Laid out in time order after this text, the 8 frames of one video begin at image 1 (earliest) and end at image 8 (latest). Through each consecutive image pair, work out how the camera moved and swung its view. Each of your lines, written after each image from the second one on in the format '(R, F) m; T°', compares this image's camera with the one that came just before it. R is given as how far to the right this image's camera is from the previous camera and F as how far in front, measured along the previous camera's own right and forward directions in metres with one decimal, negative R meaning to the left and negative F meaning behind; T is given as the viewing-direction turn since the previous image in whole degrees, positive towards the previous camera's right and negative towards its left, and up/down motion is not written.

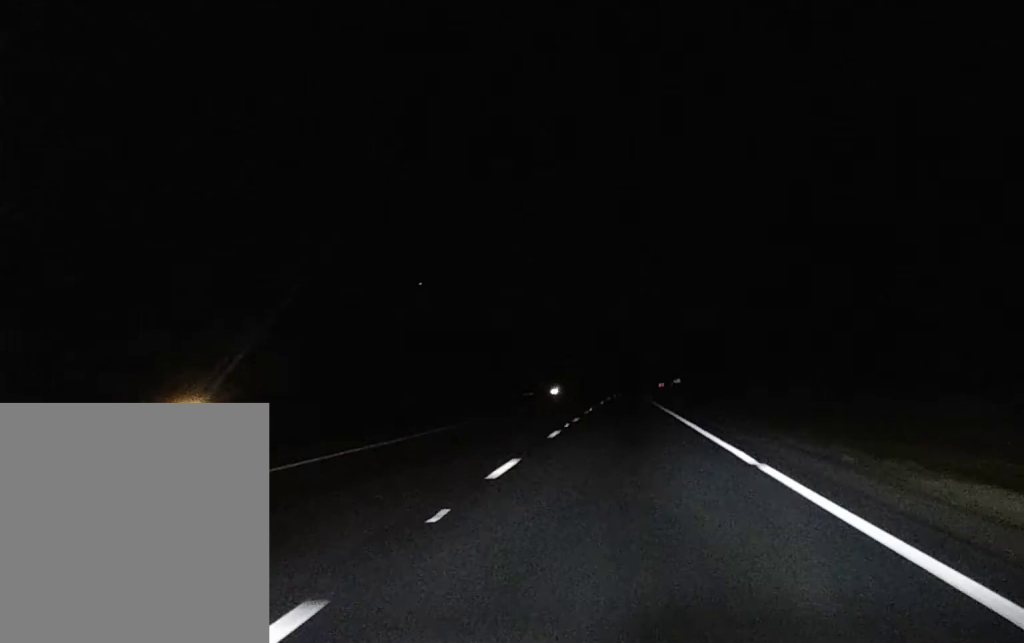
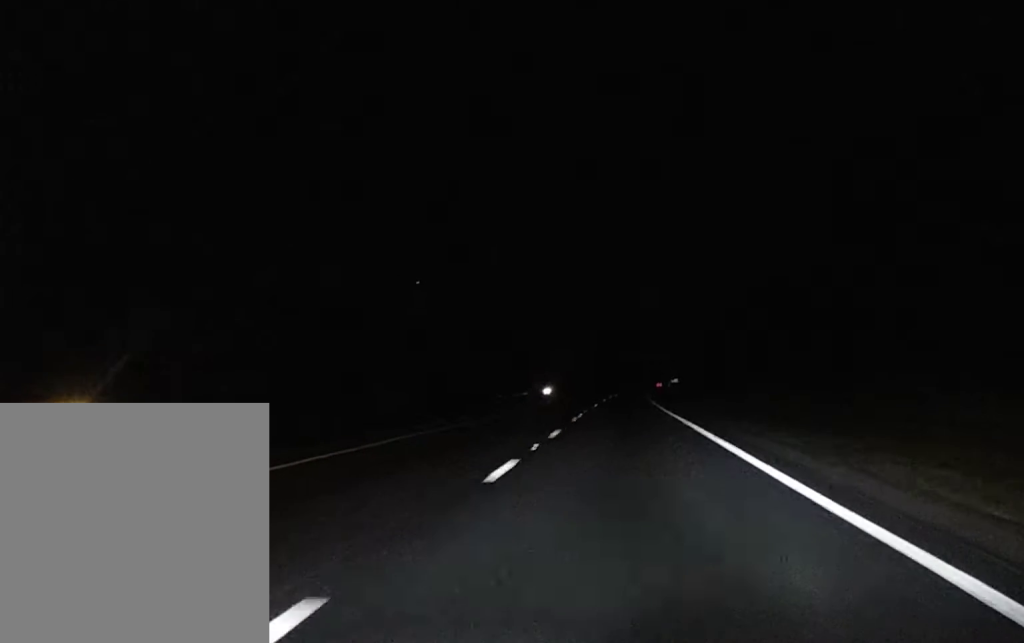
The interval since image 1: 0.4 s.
(0.0, +11.8) m; 0°
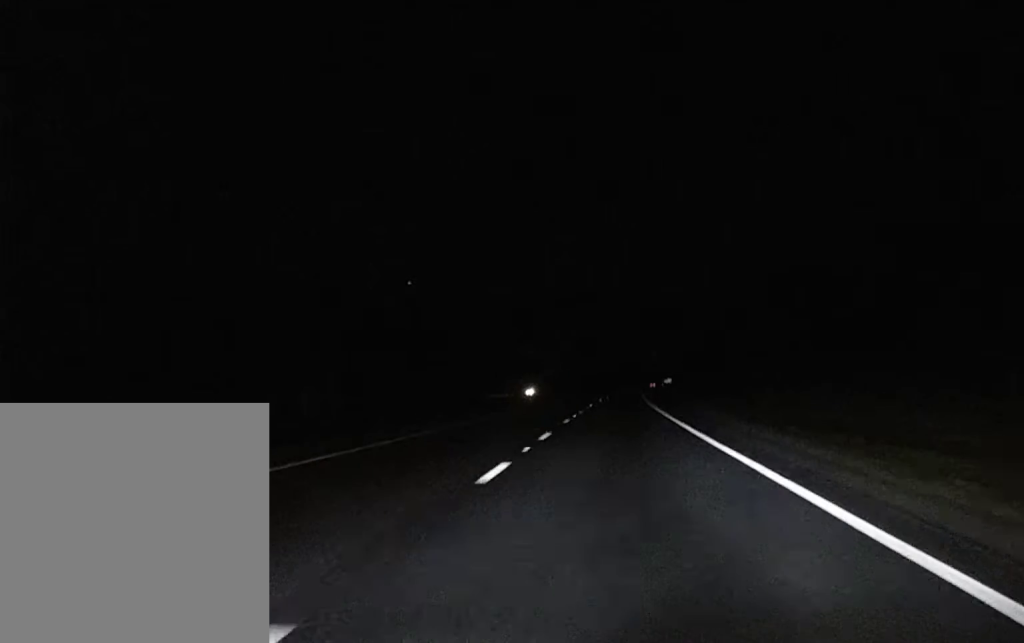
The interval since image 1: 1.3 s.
(+0.2, +22.6) m; +1°
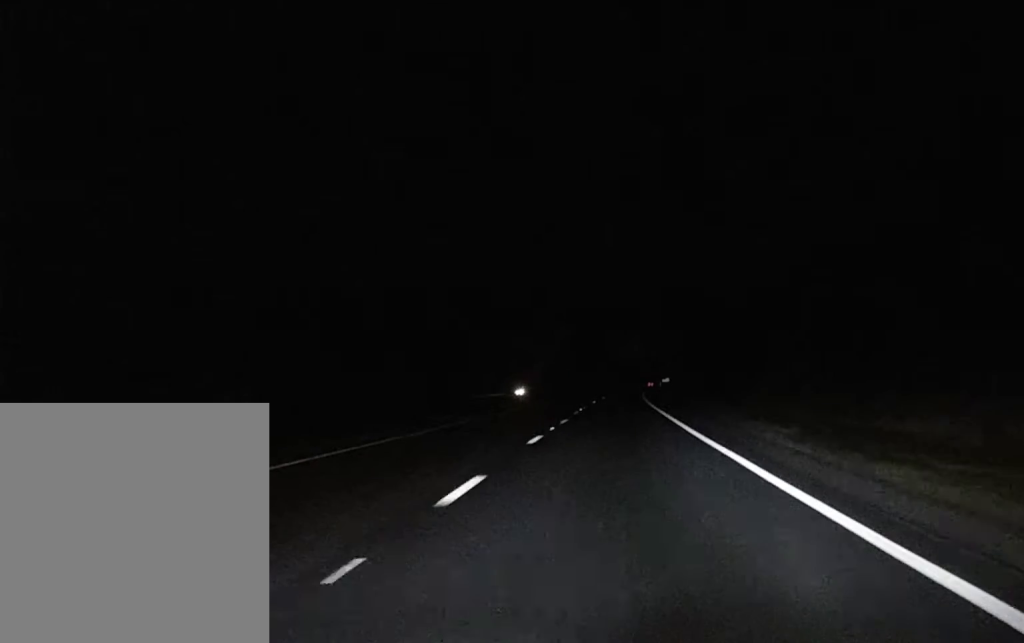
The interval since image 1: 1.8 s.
(0.0, +12.7) m; 0°
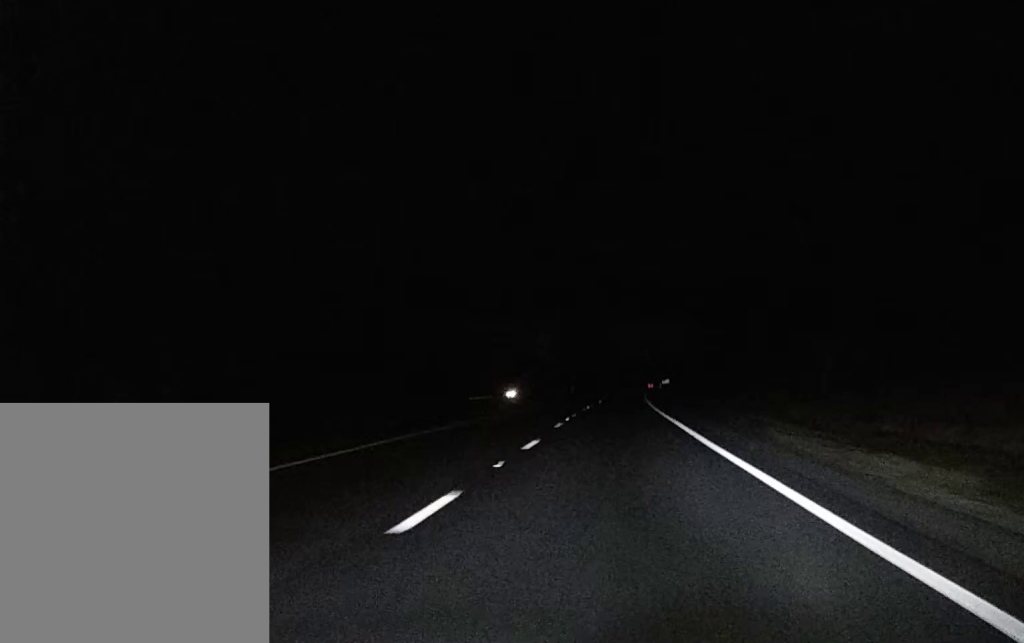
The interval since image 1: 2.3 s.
(0.0, +13.1) m; 0°
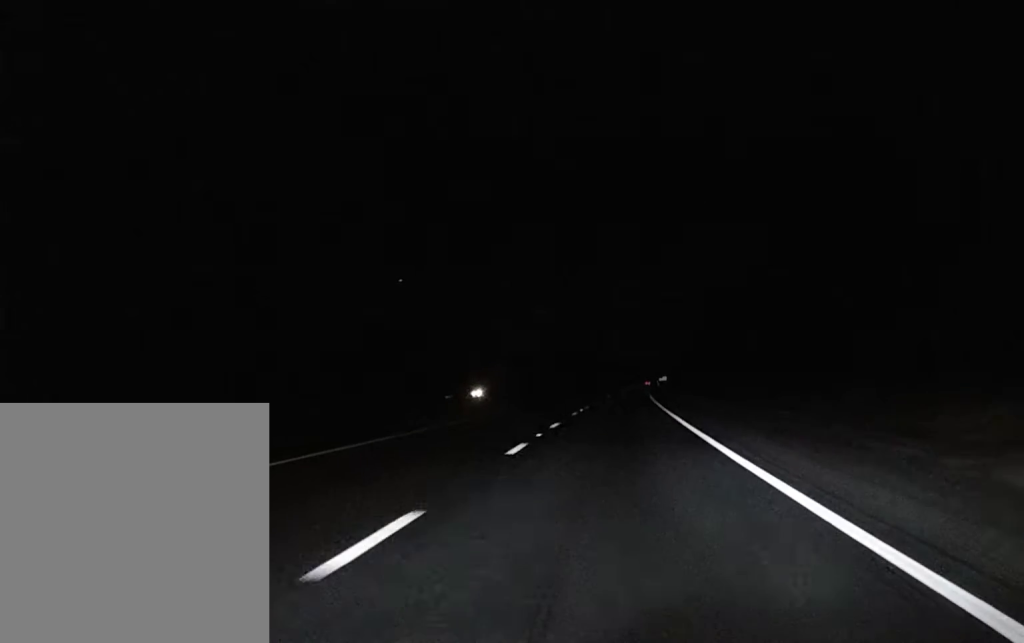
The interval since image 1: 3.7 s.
(+0.1, +36.1) m; 0°
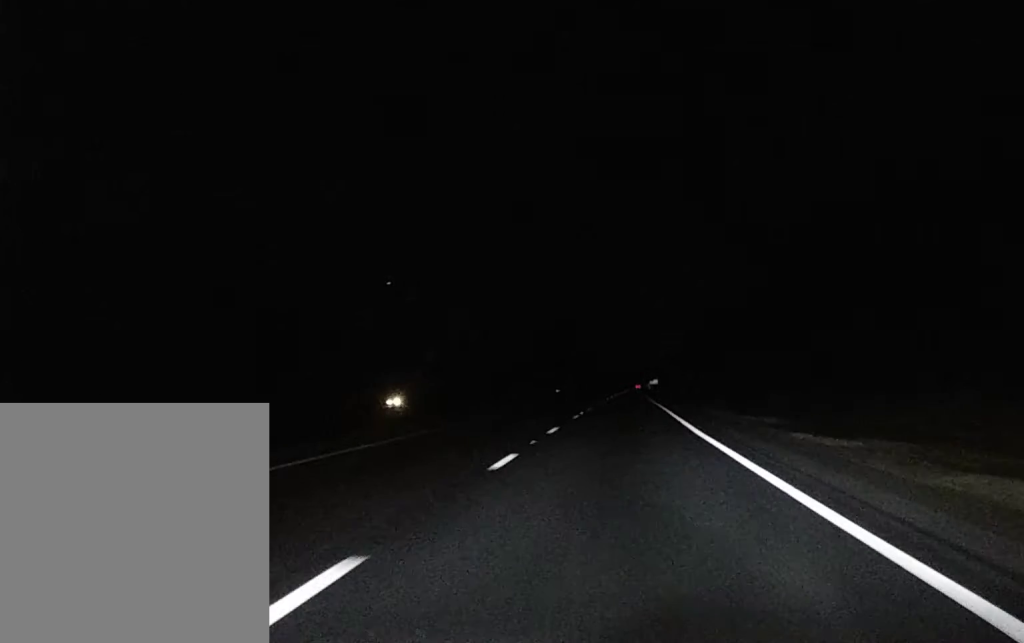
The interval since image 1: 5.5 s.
(+0.3, +53.7) m; +1°
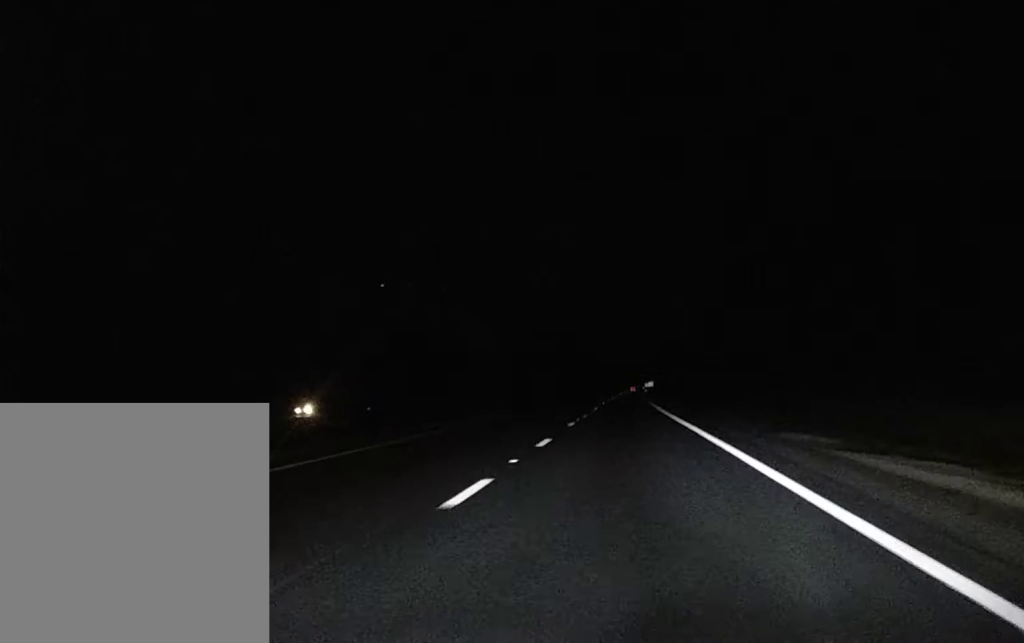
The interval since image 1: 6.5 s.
(+0.1, +28.0) m; 0°
